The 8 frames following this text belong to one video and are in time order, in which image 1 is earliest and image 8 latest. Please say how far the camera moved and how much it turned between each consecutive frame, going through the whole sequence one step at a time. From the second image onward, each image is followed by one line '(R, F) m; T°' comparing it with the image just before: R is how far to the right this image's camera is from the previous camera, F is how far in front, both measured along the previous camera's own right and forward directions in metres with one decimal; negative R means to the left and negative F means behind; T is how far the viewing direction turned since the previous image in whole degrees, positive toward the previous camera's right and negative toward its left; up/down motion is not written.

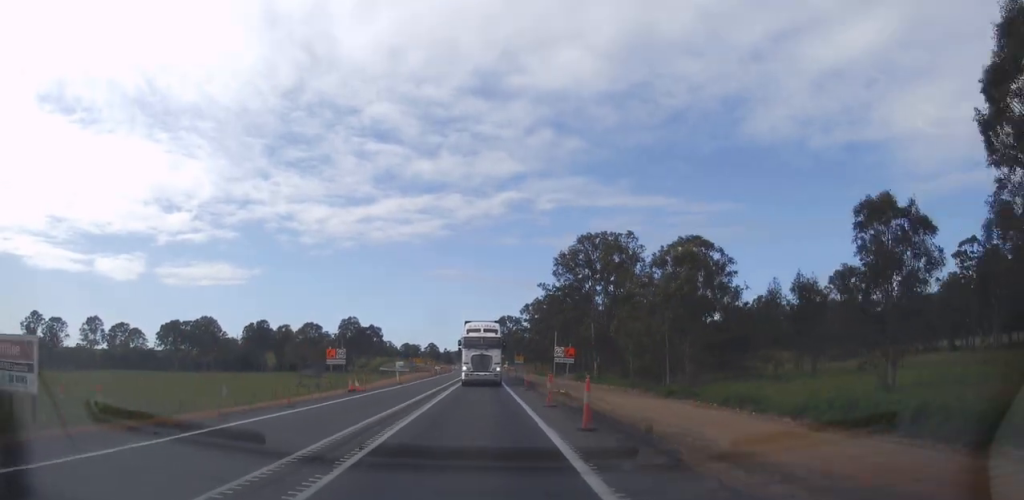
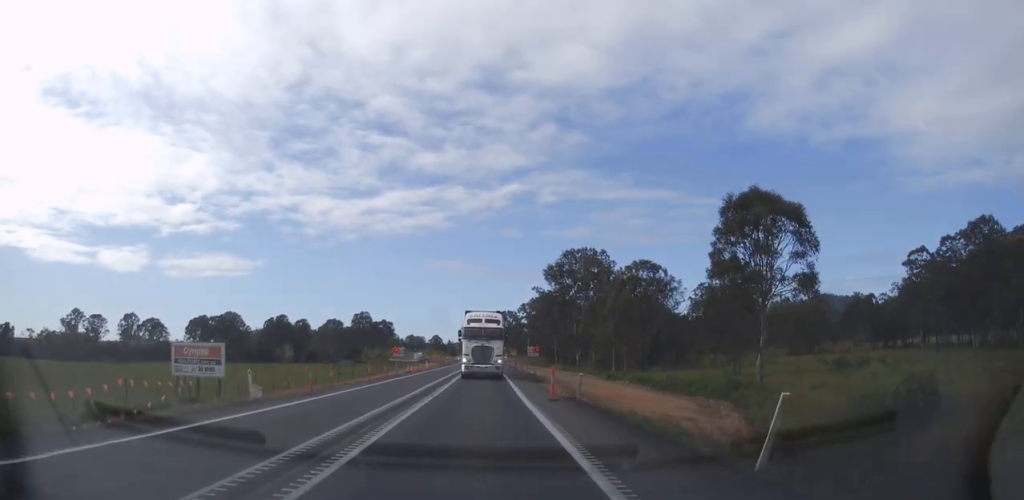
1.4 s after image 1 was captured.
(-0.1, +25.5) m; 0°
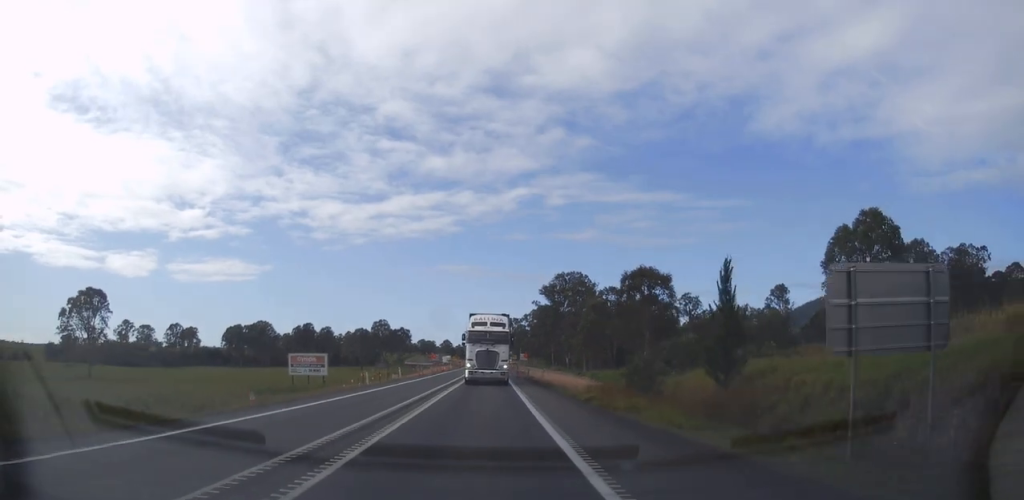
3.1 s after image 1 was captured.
(-0.2, +33.5) m; 0°
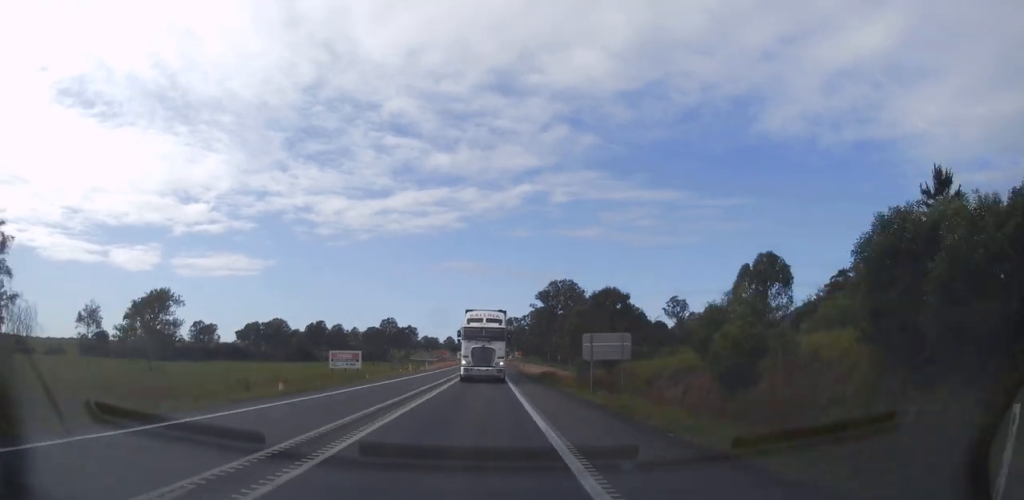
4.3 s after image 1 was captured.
(+0.1, +22.8) m; -1°
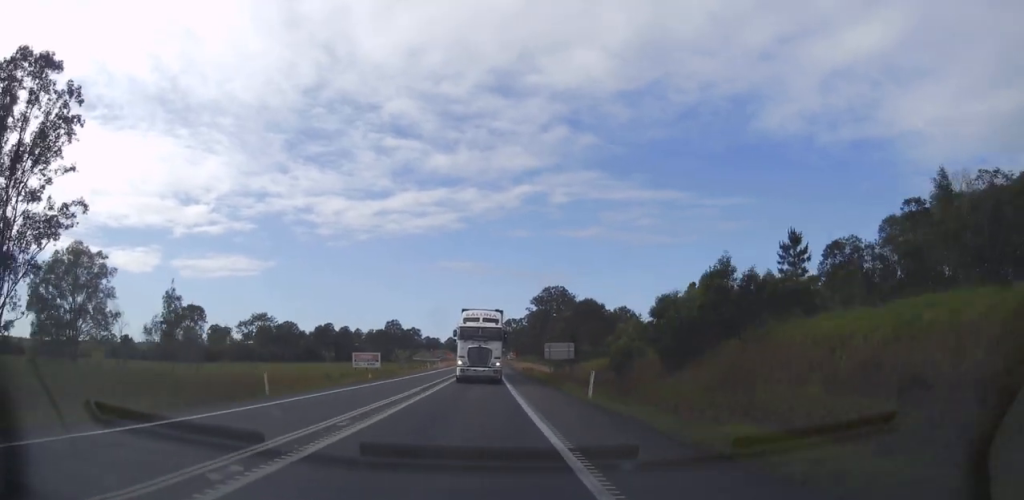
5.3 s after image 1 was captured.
(-0.4, +20.7) m; 0°
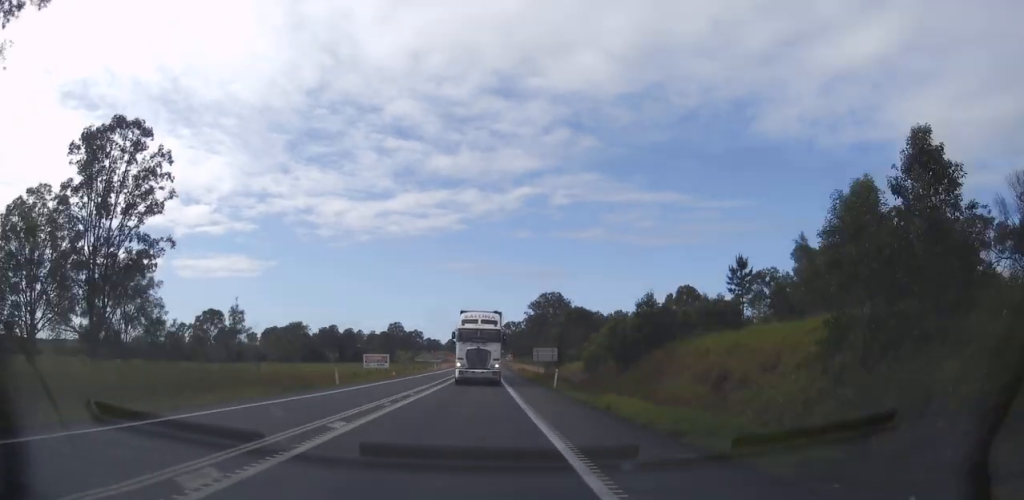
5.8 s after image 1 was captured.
(-0.1, +12.0) m; +1°
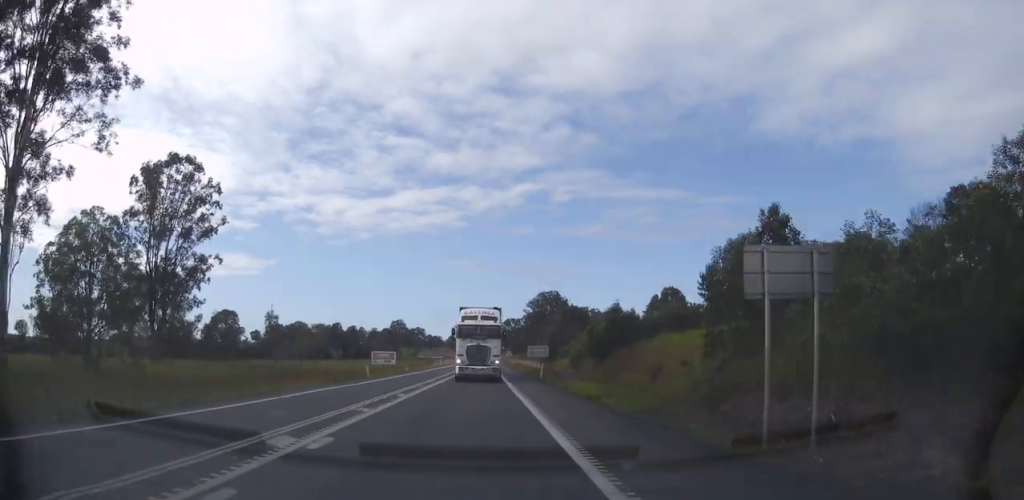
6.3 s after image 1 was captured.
(+0.4, +9.3) m; 0°
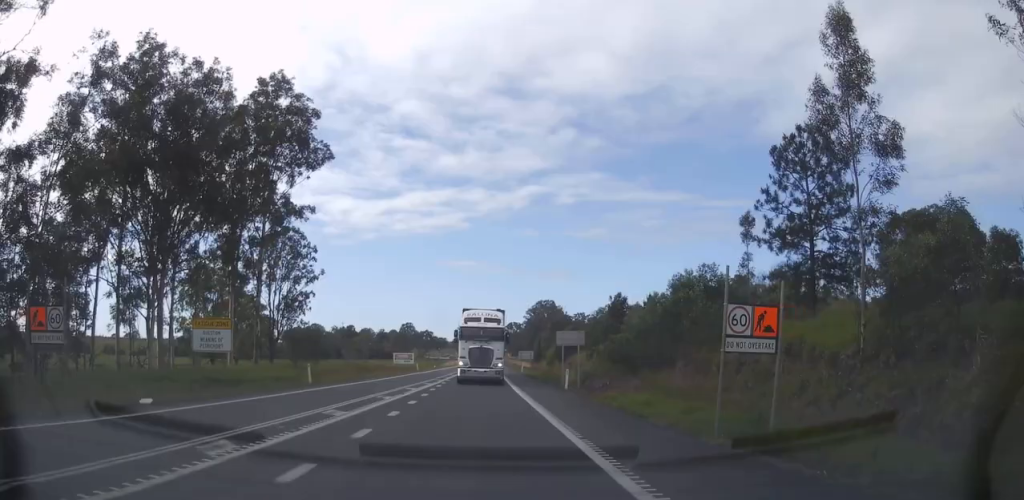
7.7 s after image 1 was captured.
(-0.3, +30.8) m; 0°
